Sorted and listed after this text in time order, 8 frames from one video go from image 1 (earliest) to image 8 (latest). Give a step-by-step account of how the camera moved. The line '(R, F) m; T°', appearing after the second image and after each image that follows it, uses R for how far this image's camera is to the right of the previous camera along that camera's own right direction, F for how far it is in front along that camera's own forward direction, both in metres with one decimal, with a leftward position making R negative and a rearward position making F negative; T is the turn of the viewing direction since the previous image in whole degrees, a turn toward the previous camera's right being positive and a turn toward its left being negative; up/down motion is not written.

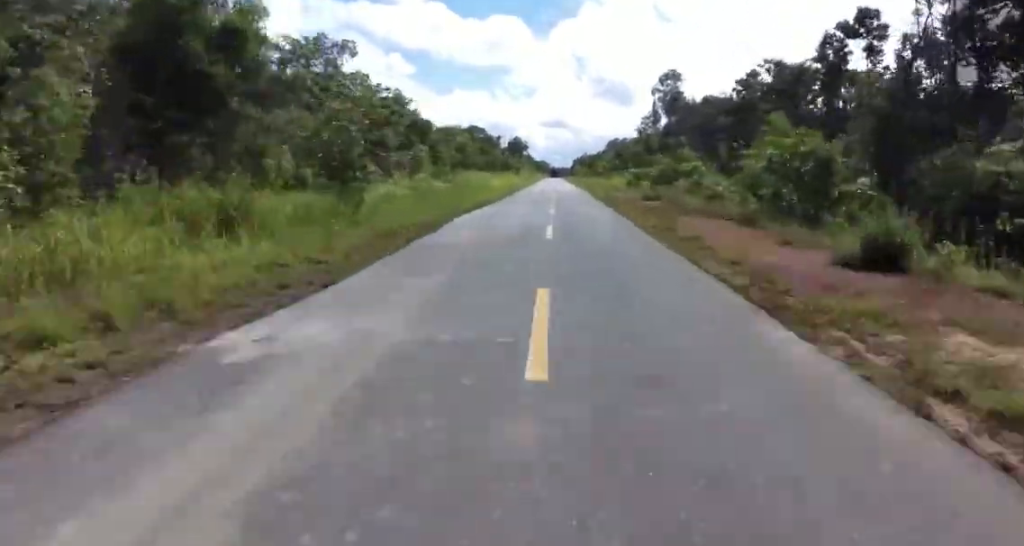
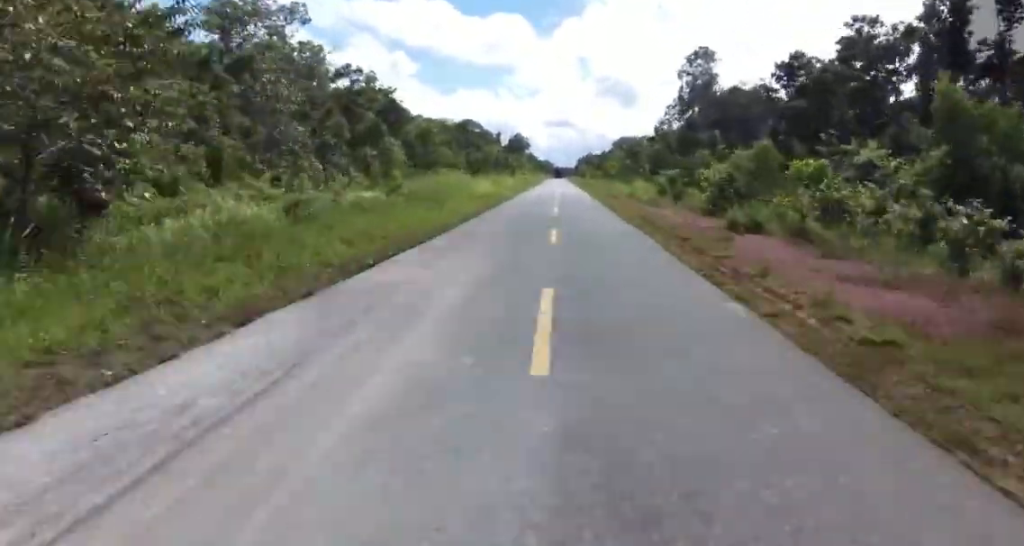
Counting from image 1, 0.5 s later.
(0.0, +17.0) m; 0°
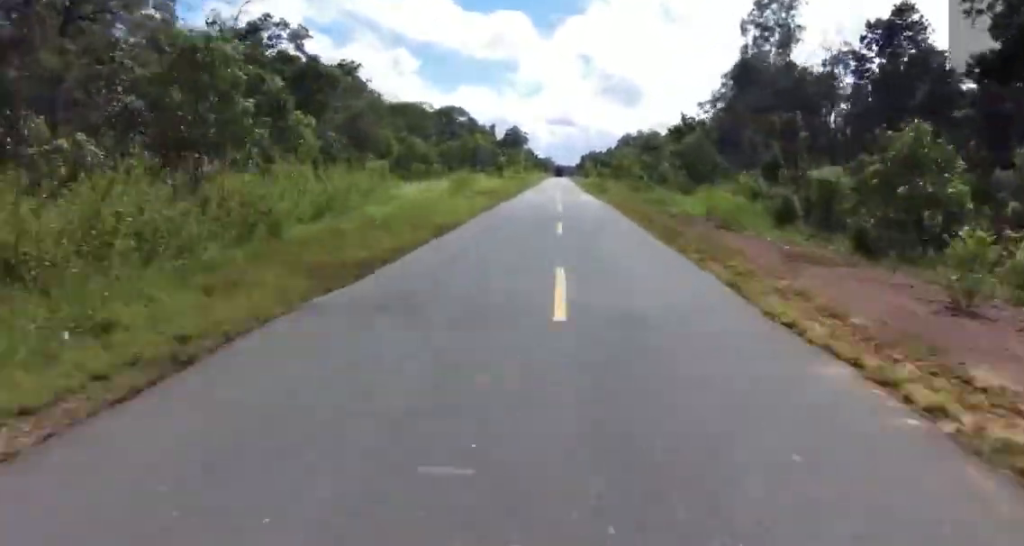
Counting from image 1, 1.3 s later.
(0.0, +23.3) m; 0°
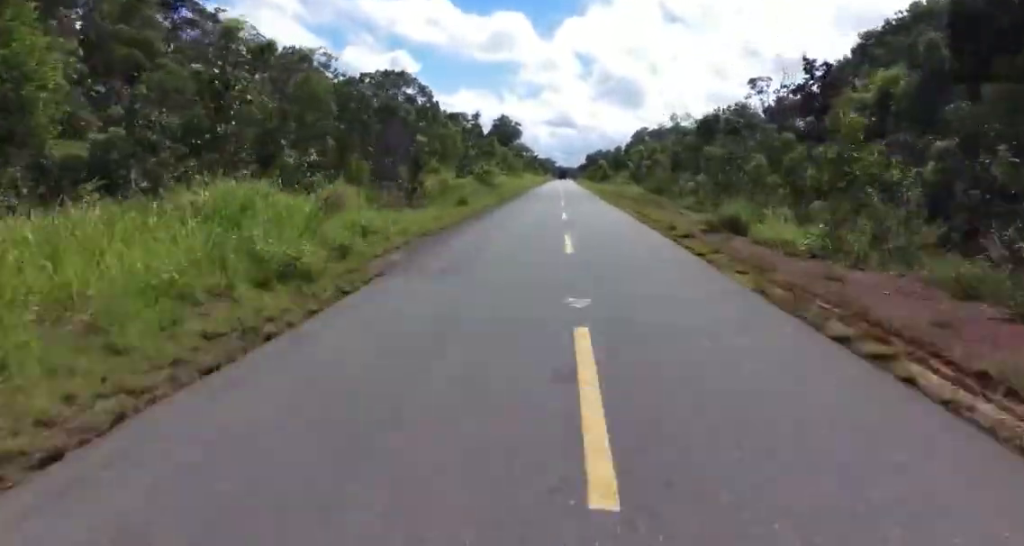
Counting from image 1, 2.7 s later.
(-1.5, +46.0) m; -3°
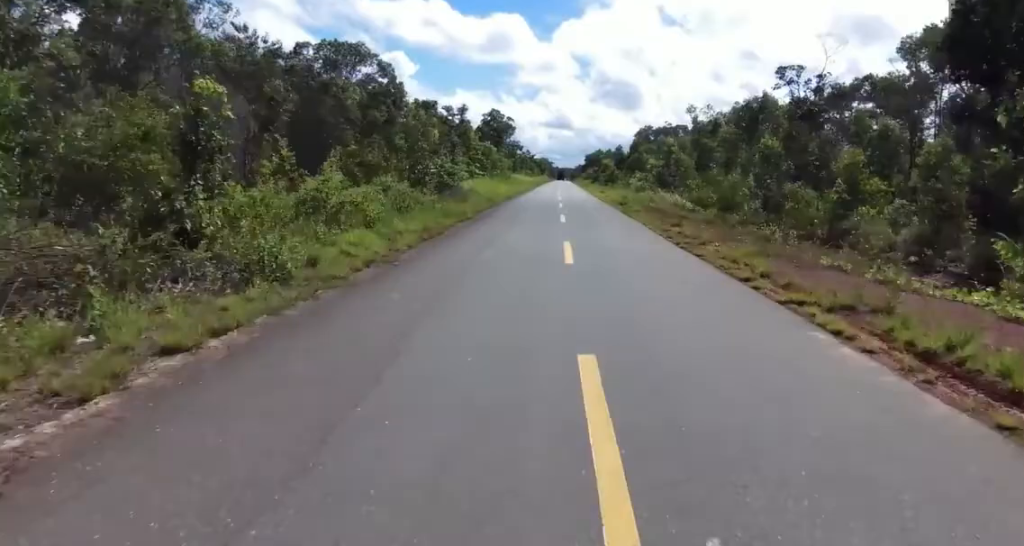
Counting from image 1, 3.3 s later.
(-0.8, +17.3) m; 0°
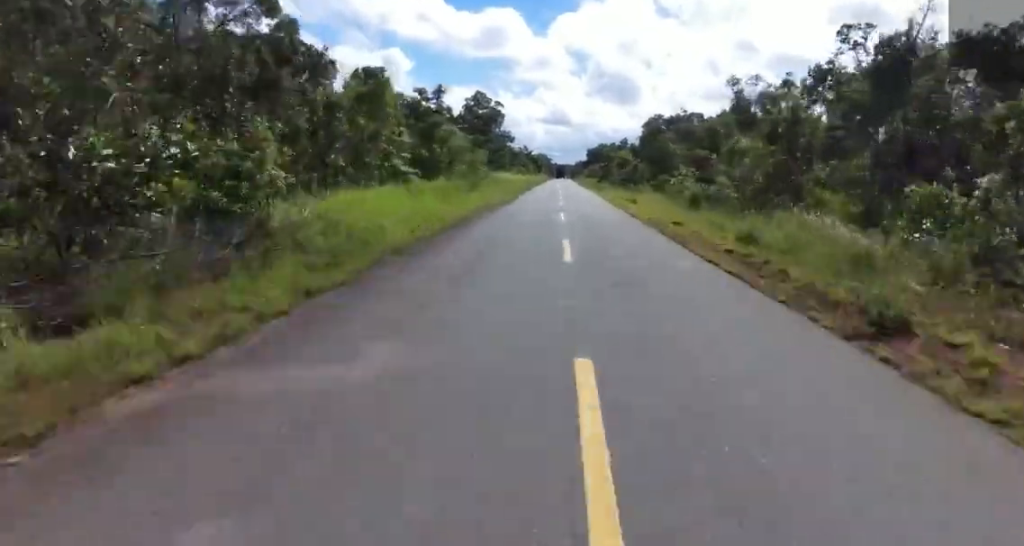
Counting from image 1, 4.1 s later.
(+1.2, +25.9) m; +2°
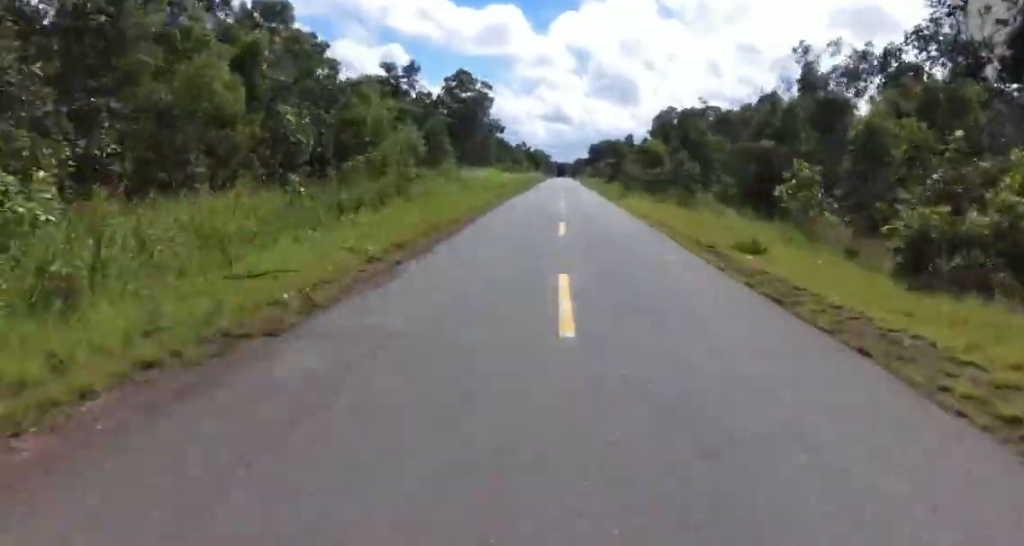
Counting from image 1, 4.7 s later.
(+0.1, +21.6) m; 0°
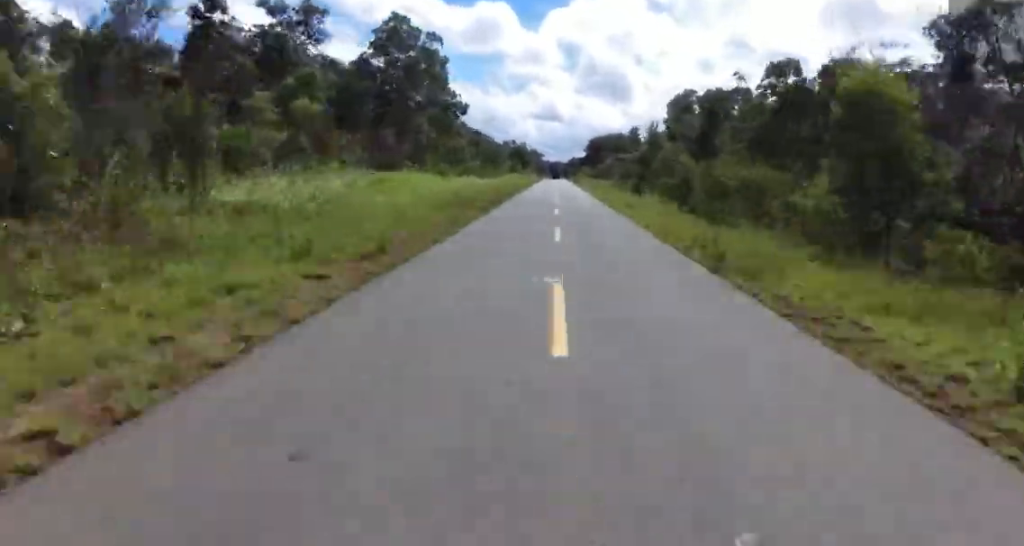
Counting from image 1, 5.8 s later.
(0.0, +34.3) m; 0°
